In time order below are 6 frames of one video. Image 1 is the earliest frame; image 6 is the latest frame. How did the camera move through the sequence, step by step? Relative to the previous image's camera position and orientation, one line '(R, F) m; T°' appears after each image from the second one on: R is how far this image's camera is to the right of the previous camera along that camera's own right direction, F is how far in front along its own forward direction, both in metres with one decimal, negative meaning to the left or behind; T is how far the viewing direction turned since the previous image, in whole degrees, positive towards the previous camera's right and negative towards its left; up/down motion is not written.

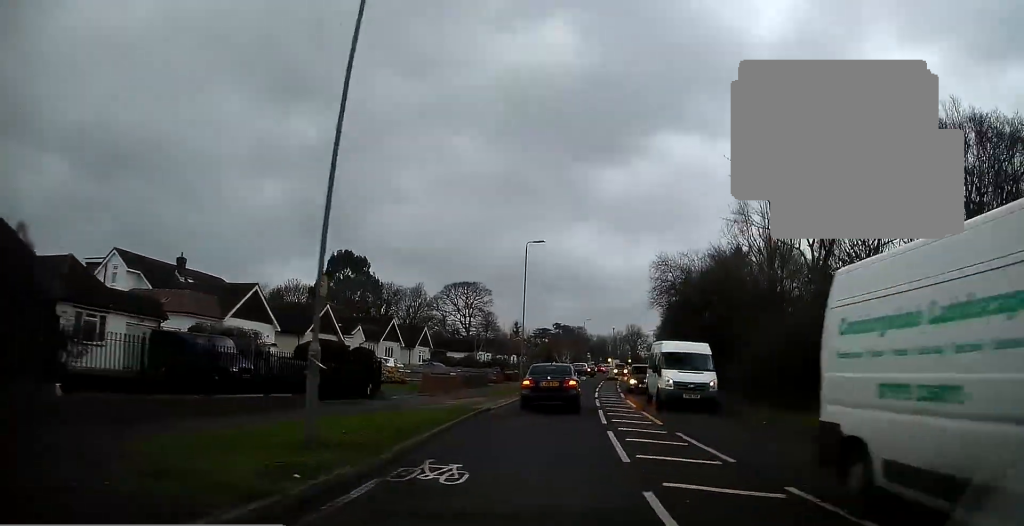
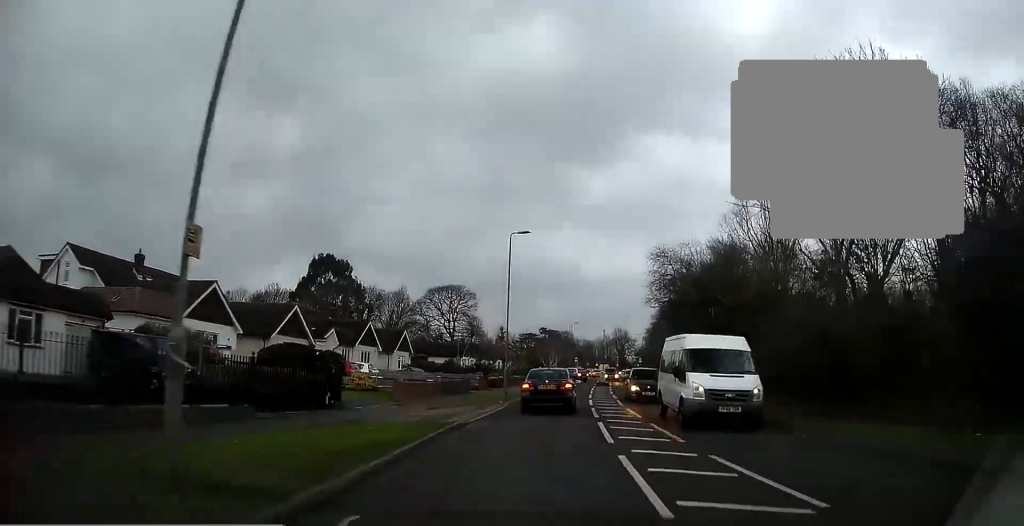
(+0.1, +3.3) m; +1°
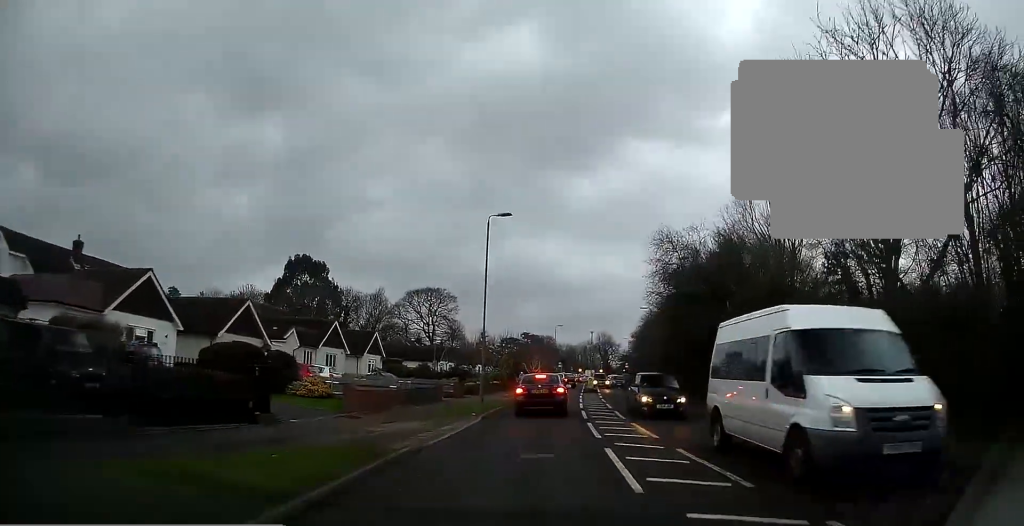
(0.0, +4.6) m; +1°
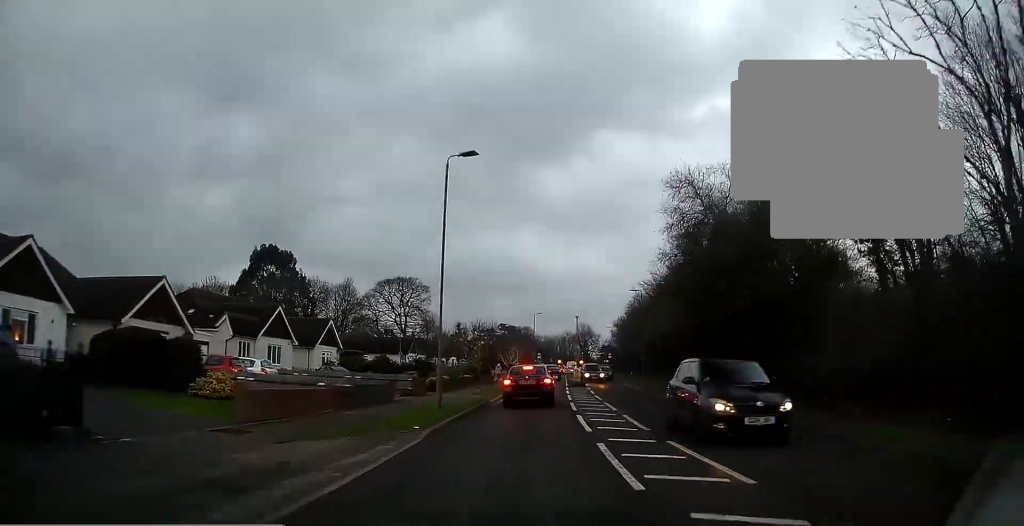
(0.0, +6.5) m; +1°
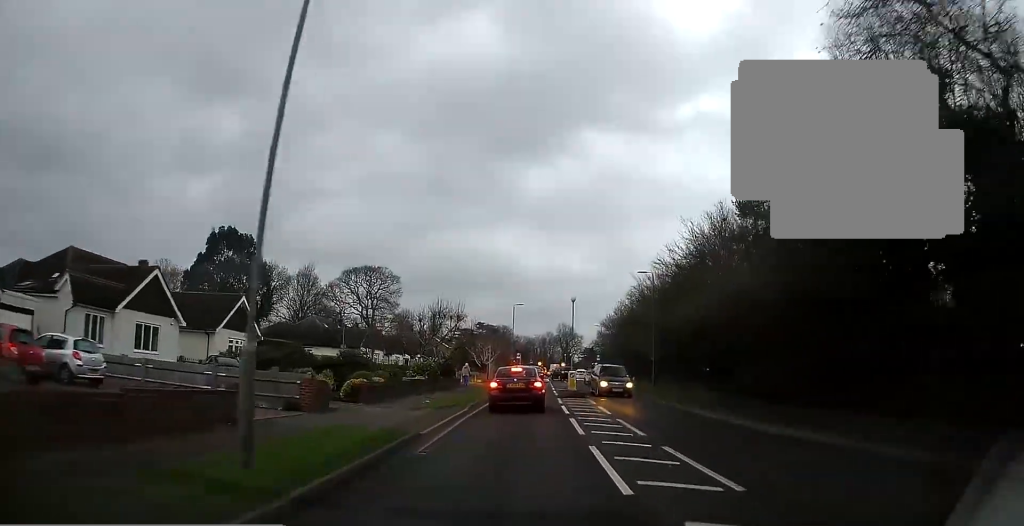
(+0.4, +12.6) m; +2°
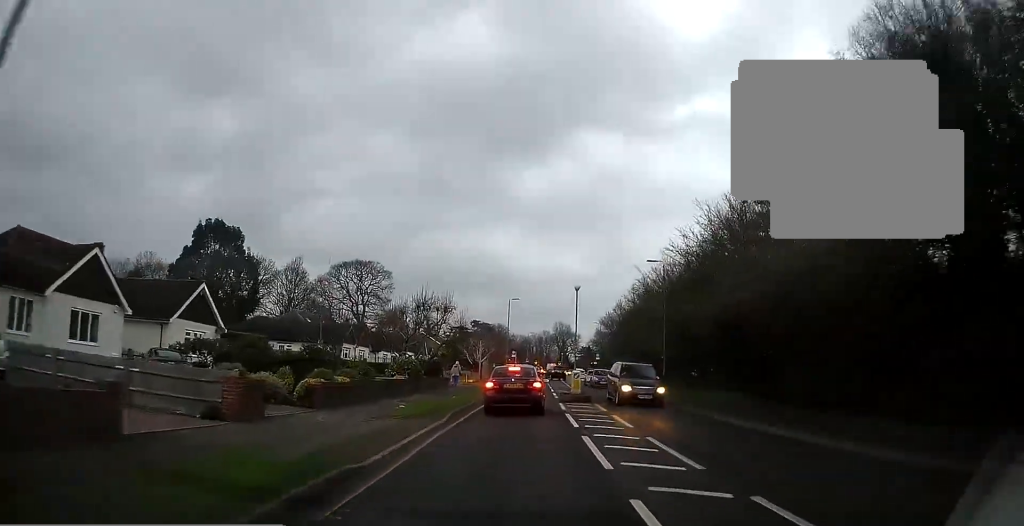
(-0.1, +4.6) m; 0°
